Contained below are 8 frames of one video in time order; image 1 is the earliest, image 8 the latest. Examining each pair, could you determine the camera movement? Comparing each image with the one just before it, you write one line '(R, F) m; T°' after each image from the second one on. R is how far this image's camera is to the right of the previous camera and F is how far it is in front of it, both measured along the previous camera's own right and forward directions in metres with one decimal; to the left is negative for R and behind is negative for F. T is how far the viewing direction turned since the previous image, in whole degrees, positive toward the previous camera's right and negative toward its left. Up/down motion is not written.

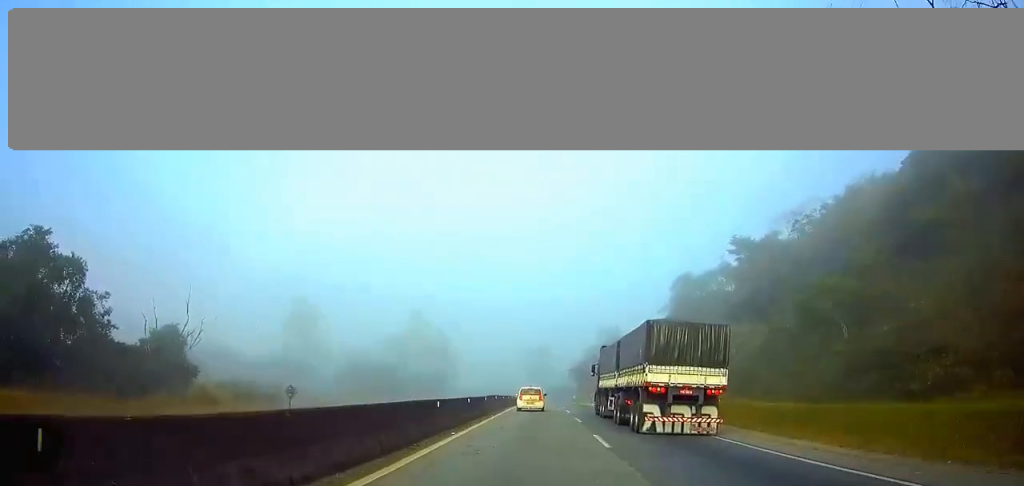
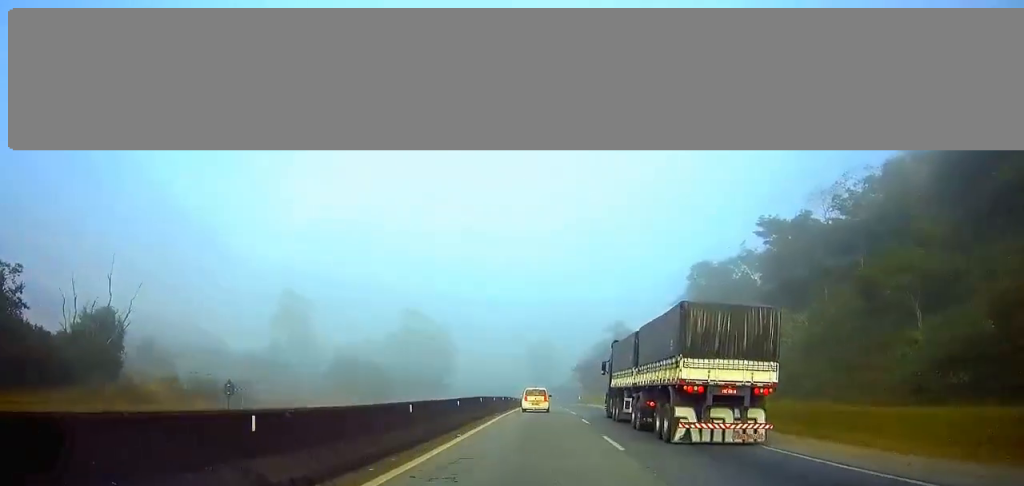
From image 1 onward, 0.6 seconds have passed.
(+0.6, +13.2) m; +1°
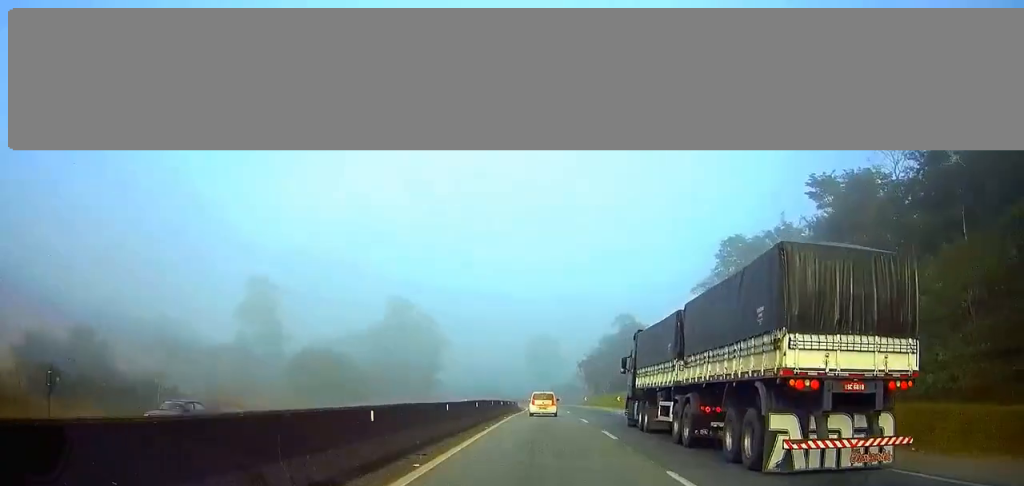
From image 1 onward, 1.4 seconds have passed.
(-0.2, +20.4) m; -1°
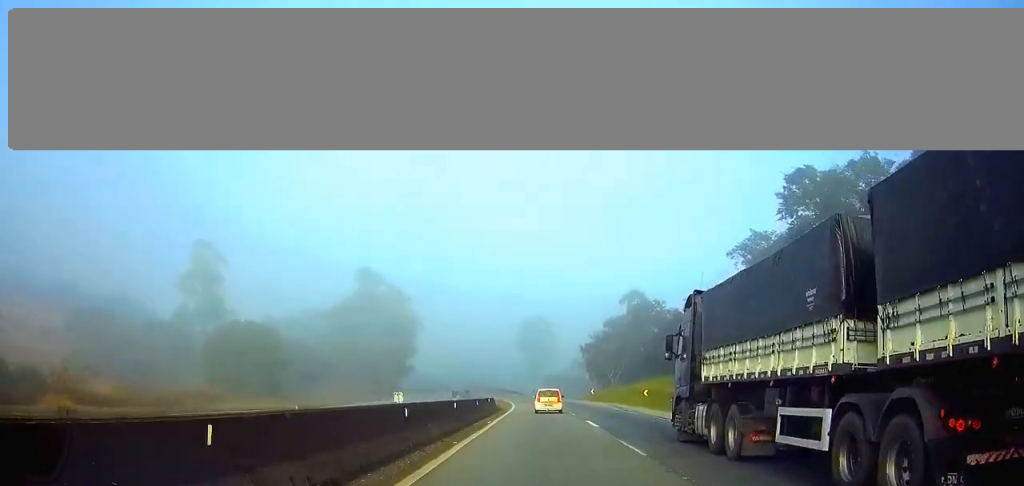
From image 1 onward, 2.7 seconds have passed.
(-0.1, +29.7) m; 0°
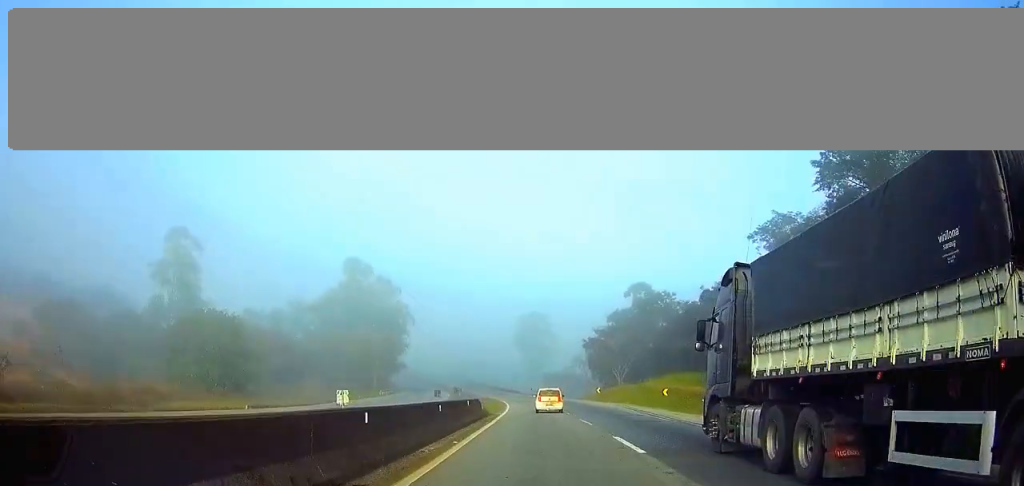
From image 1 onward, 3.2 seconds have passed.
(-0.1, +10.9) m; 0°
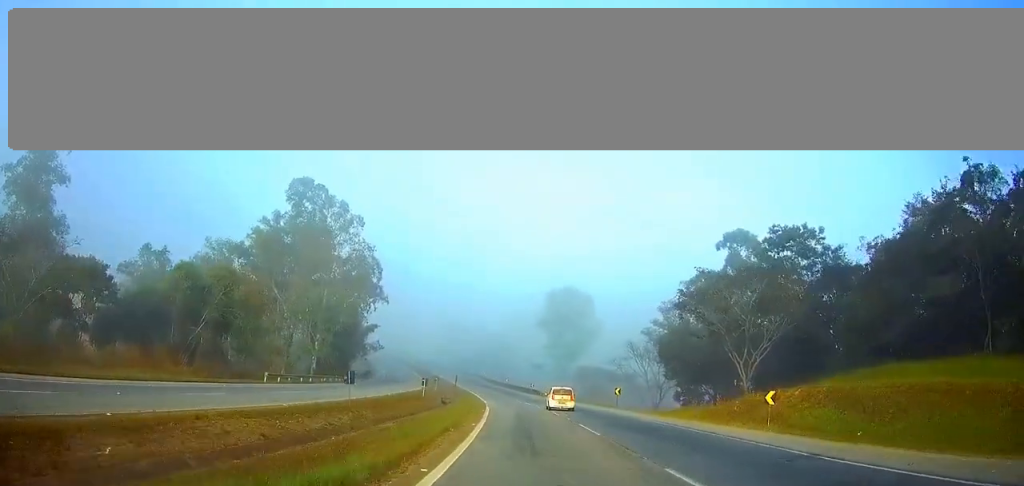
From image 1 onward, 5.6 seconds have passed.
(-1.1, +56.9) m; -2°
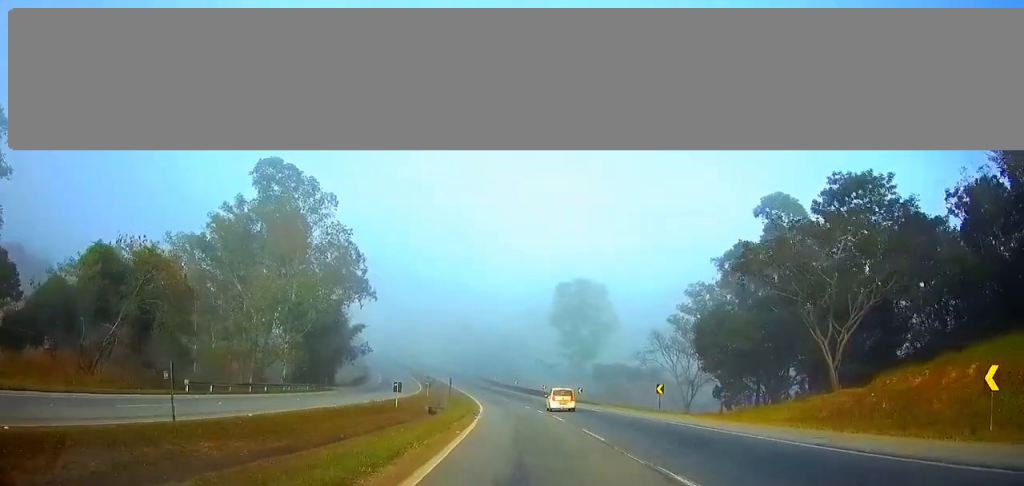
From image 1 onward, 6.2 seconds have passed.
(0.0, +15.6) m; -1°
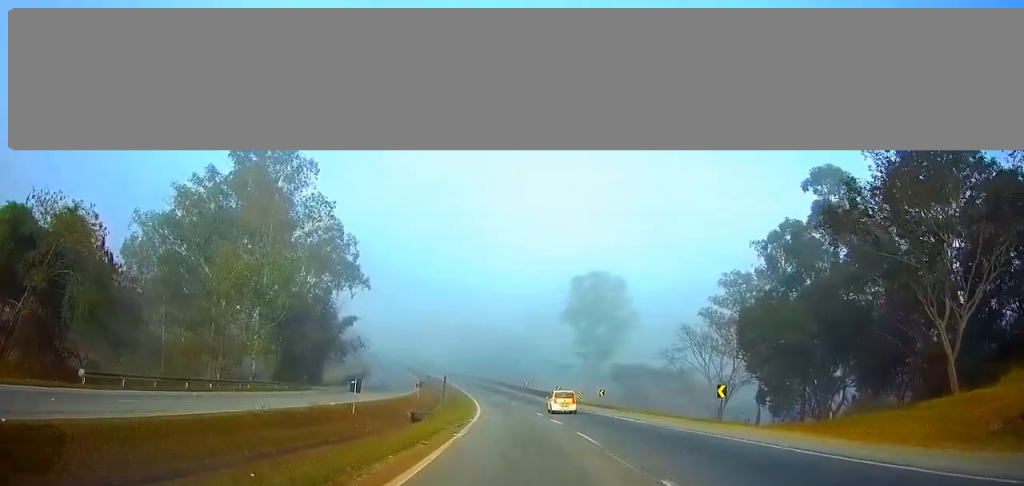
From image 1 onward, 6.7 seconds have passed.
(+0.2, +12.4) m; -1°
